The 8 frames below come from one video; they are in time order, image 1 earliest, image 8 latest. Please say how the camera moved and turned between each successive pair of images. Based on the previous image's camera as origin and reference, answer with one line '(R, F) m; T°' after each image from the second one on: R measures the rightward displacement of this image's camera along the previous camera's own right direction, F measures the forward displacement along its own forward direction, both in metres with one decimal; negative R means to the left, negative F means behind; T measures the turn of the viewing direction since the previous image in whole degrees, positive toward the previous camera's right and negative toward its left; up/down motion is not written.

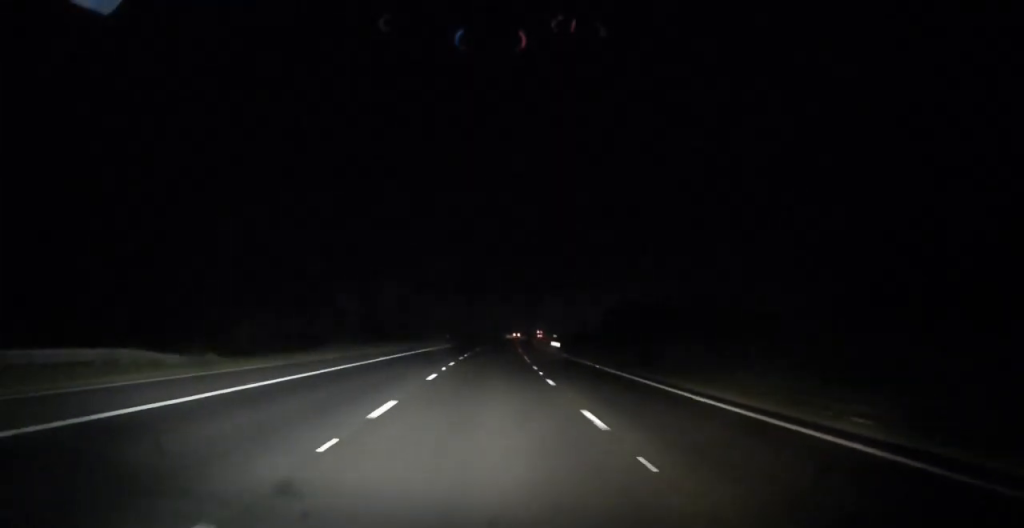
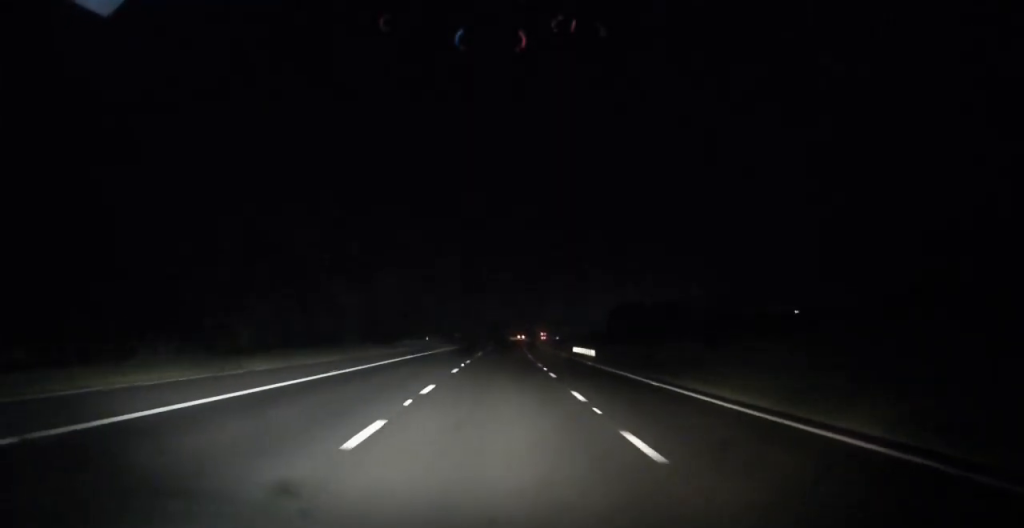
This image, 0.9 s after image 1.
(-0.1, +29.2) m; 0°
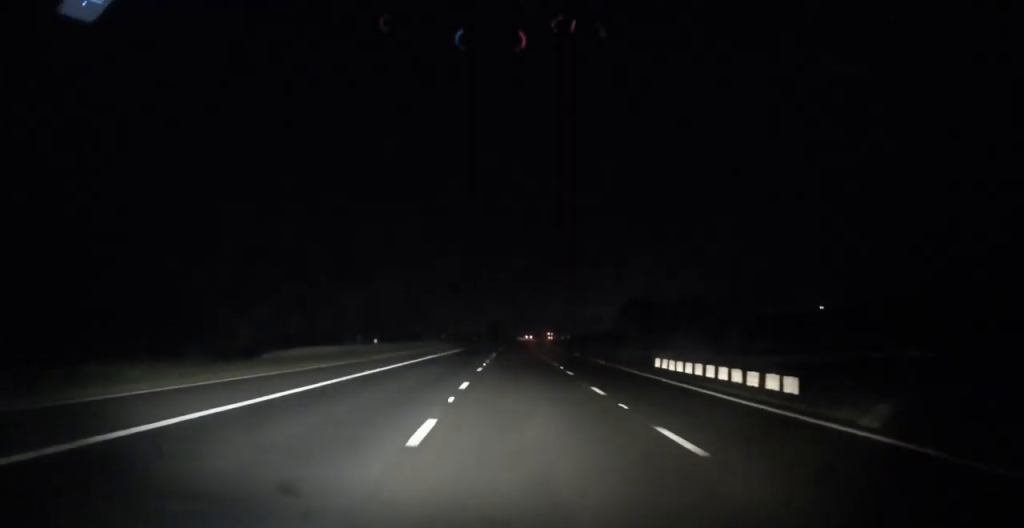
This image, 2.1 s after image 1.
(+0.4, +35.1) m; +1°
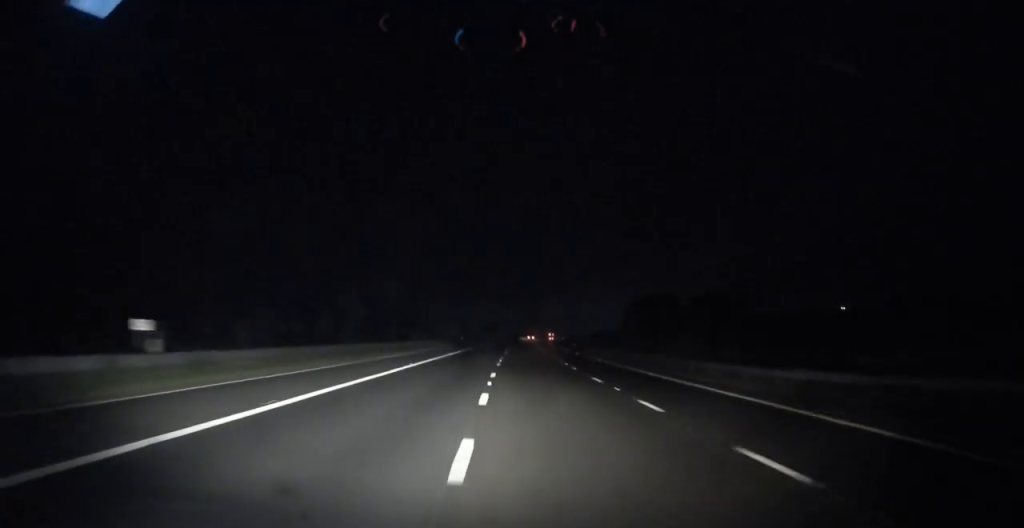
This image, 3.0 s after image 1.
(+0.2, +29.9) m; 0°
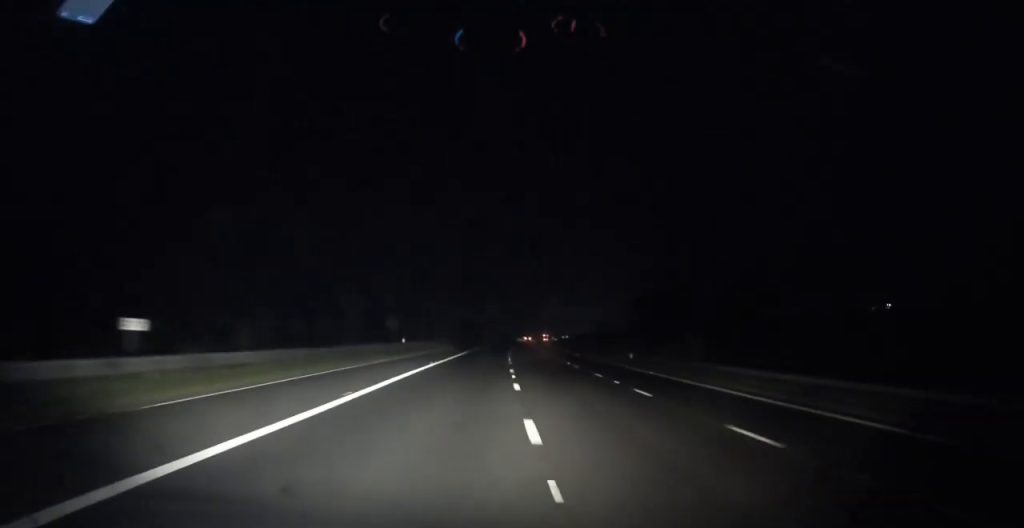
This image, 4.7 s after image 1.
(+0.4, +51.1) m; +1°
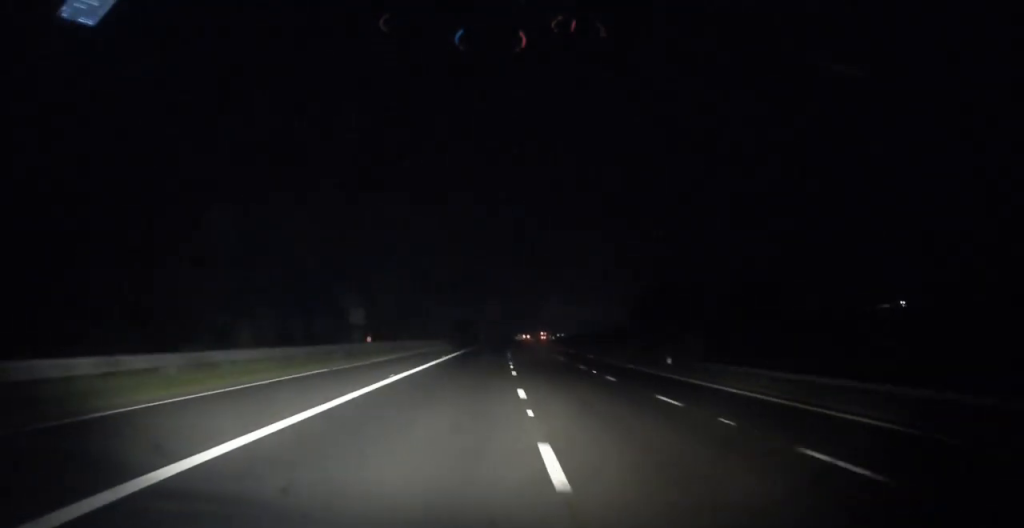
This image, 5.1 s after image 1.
(+0.1, +12.2) m; 0°
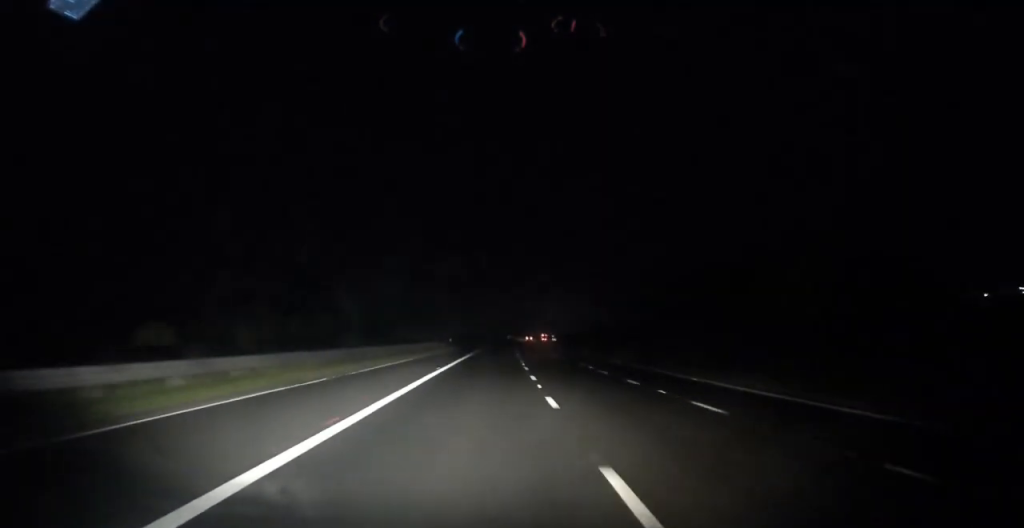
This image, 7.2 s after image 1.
(+0.9, +64.8) m; +1°
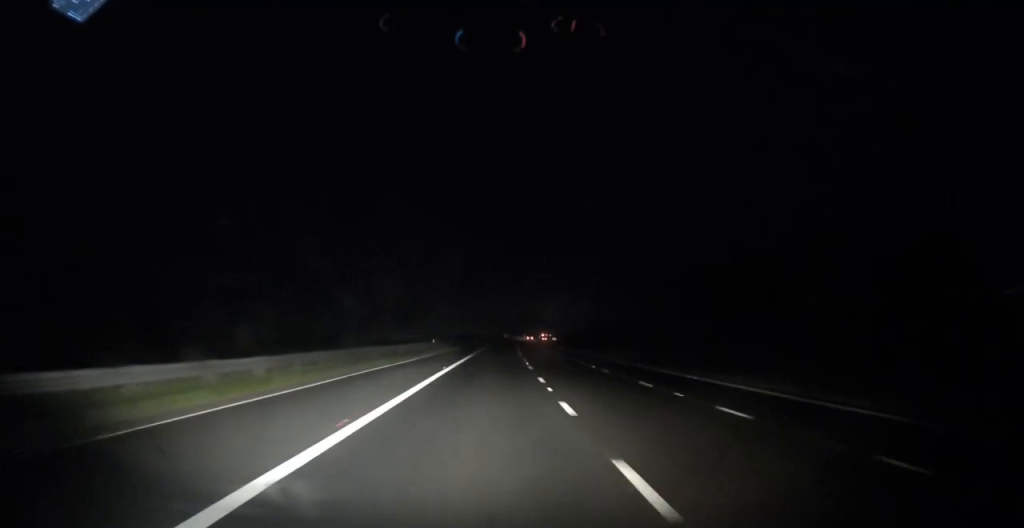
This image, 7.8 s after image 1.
(0.0, +18.2) m; 0°
